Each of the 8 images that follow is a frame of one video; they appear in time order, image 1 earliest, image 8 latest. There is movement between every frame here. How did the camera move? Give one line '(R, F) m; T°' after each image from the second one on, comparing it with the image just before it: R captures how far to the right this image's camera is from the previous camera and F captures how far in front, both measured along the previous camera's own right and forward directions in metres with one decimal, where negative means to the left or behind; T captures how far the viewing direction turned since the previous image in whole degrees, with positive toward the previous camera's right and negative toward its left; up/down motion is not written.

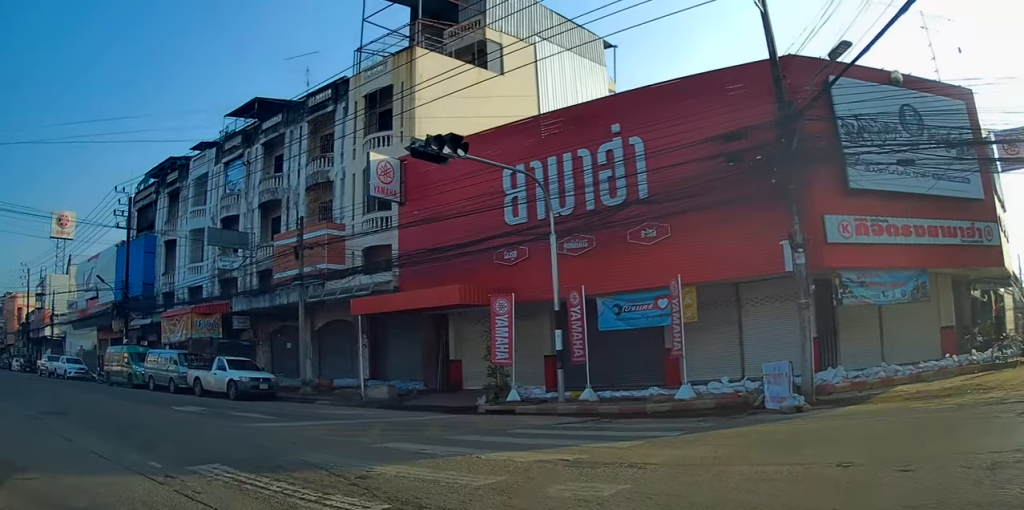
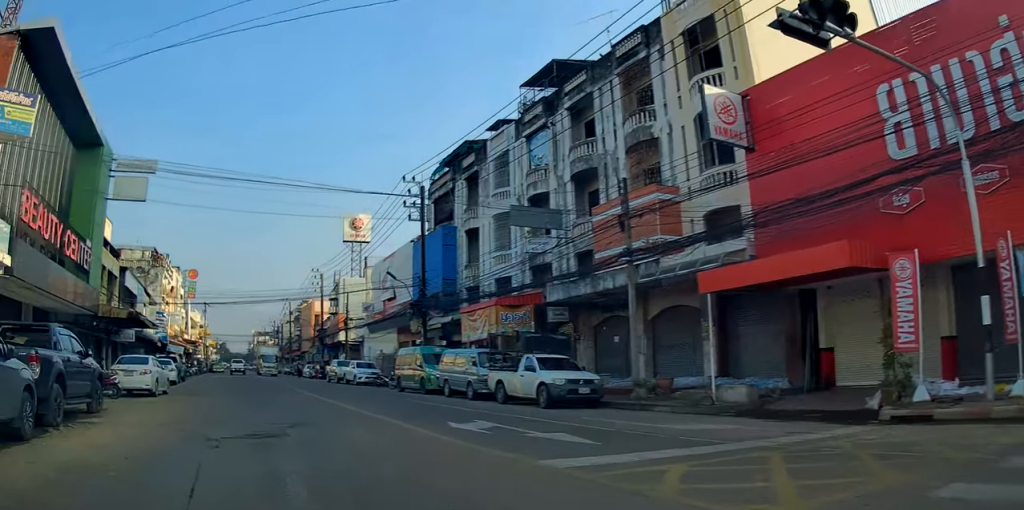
(-1.2, +4.8) m; -26°
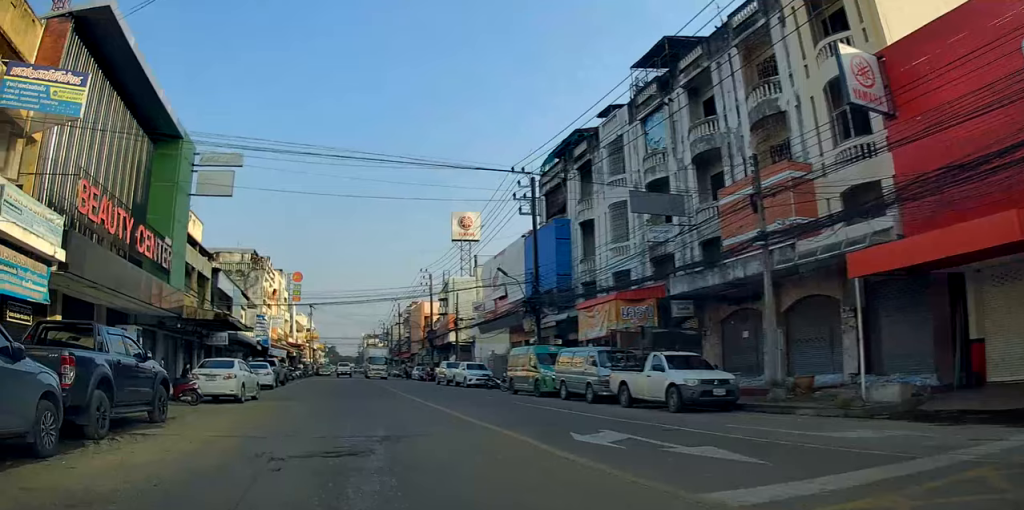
(-0.2, +2.0) m; -5°
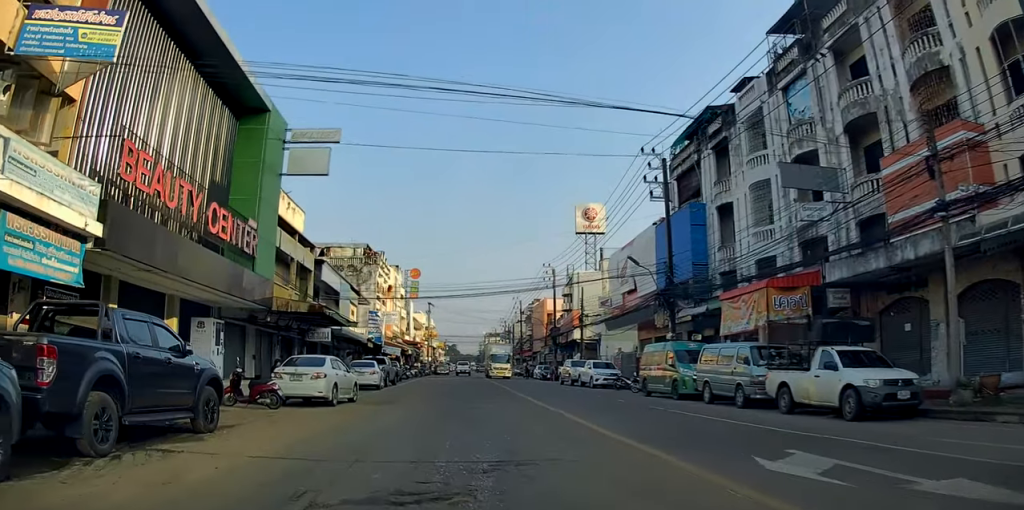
(-0.1, +3.1) m; -6°
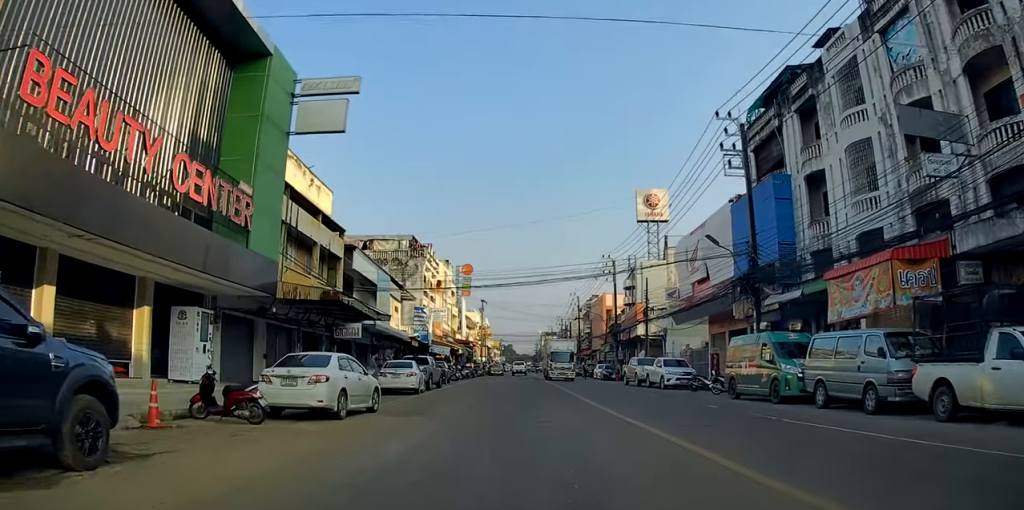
(-0.1, +4.1) m; -6°
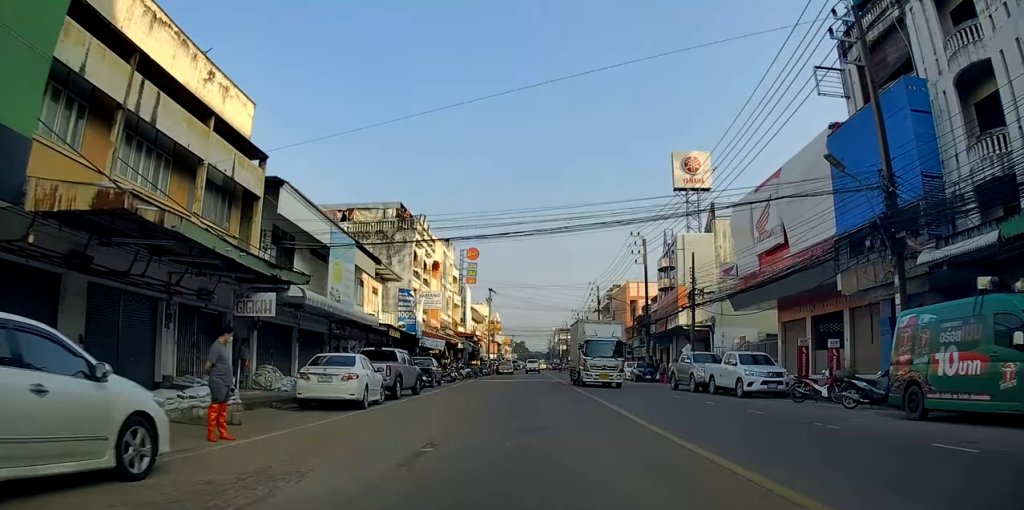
(-0.8, +10.4) m; -5°
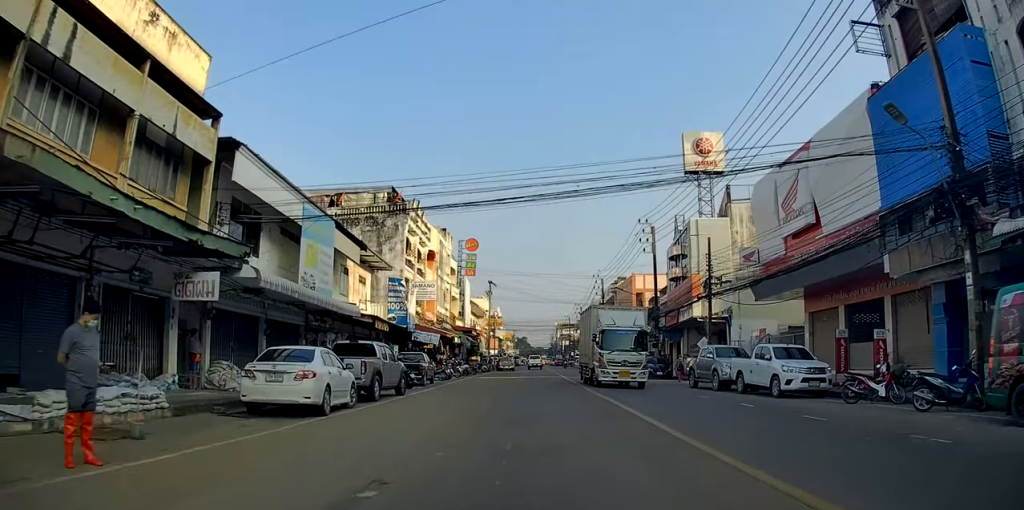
(0.0, +3.2) m; 0°
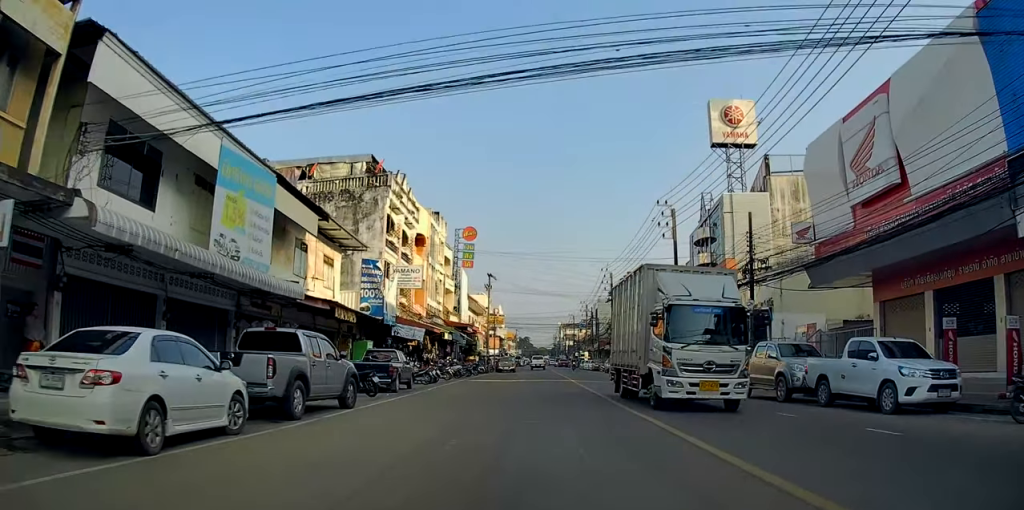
(-0.1, +6.8) m; 0°
